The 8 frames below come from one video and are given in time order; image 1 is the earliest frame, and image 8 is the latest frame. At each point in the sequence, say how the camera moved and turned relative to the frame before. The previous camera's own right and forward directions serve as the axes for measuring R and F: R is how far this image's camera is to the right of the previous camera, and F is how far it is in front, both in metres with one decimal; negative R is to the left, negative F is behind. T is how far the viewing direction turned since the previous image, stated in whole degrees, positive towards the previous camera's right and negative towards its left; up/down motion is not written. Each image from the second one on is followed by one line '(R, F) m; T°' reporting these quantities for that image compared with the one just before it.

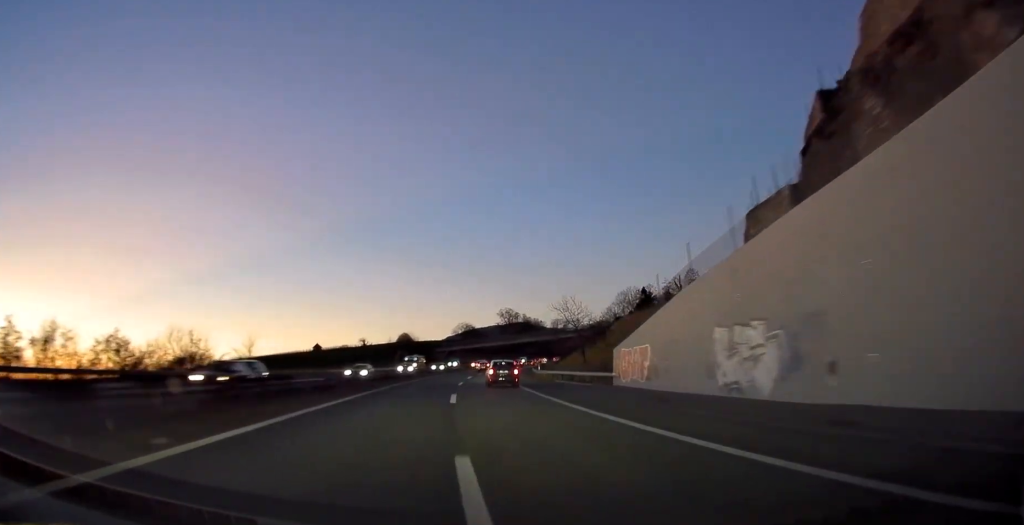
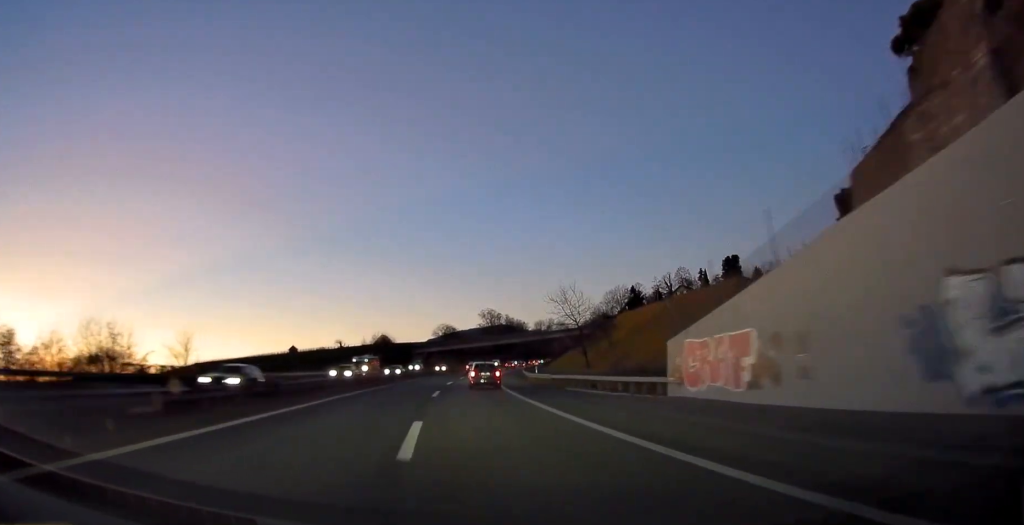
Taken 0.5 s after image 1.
(-0.1, +12.0) m; +2°
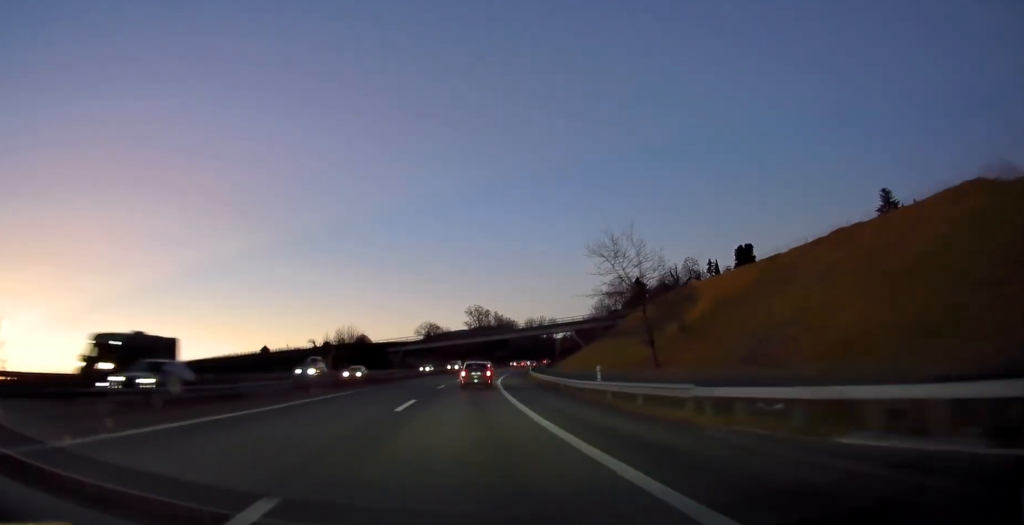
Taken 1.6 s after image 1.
(+1.5, +26.3) m; +4°
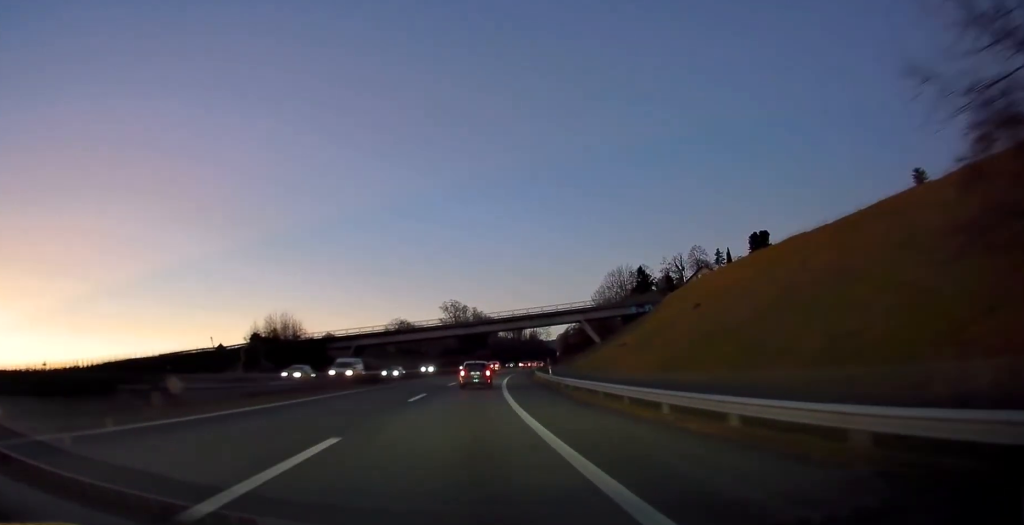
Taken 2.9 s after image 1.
(+0.5, +30.7) m; +1°
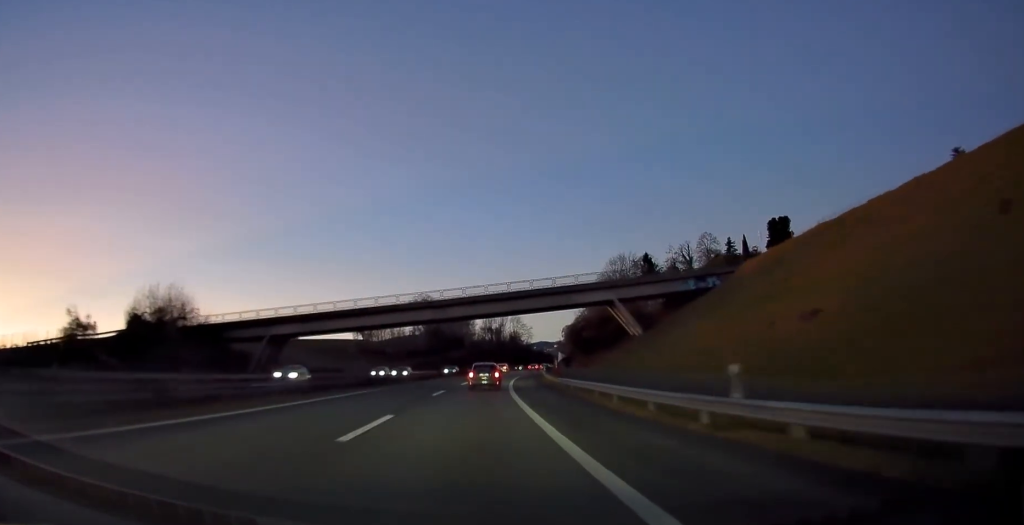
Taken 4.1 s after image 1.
(+0.4, +31.1) m; +2°
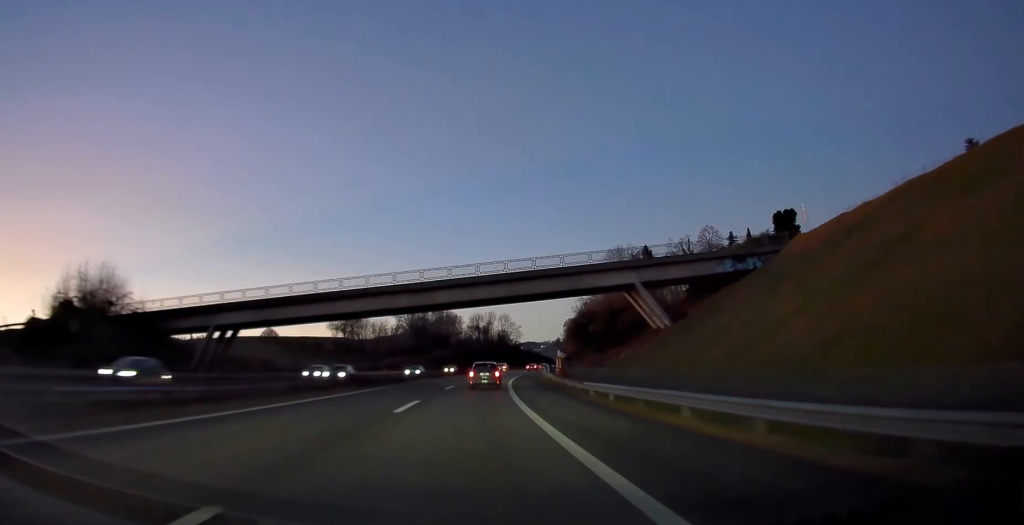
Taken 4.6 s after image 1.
(+0.1, +10.7) m; +1°
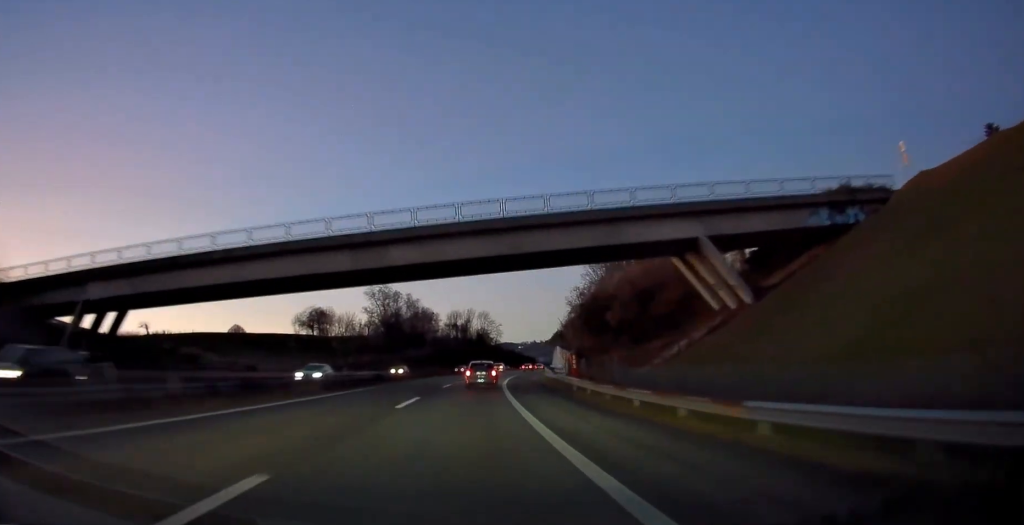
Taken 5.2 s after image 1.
(+0.2, +16.5) m; +2°
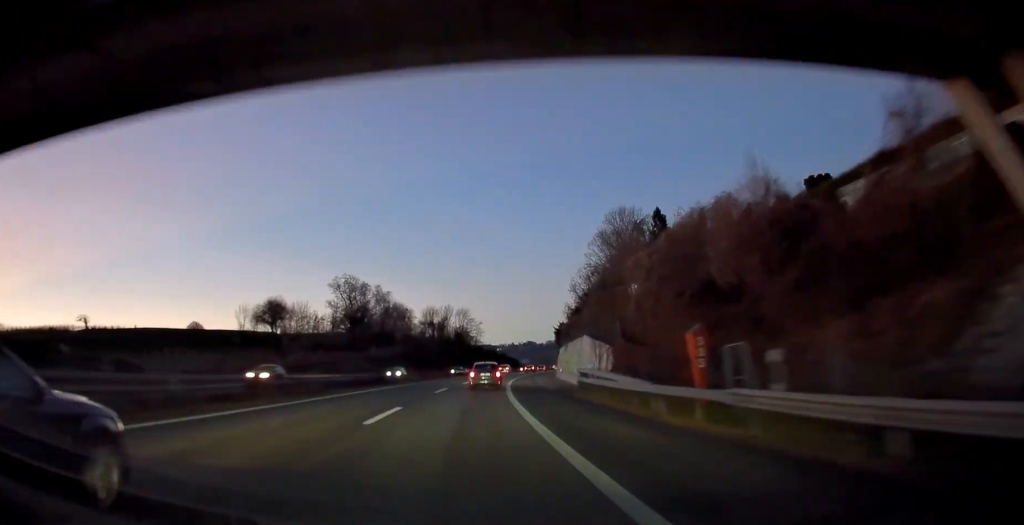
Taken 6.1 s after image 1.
(+0.5, +22.6) m; +2°
